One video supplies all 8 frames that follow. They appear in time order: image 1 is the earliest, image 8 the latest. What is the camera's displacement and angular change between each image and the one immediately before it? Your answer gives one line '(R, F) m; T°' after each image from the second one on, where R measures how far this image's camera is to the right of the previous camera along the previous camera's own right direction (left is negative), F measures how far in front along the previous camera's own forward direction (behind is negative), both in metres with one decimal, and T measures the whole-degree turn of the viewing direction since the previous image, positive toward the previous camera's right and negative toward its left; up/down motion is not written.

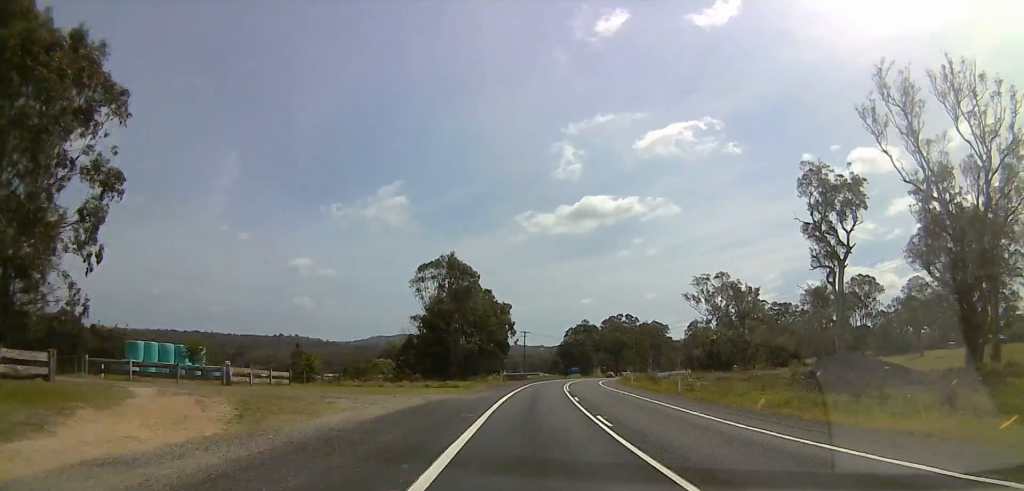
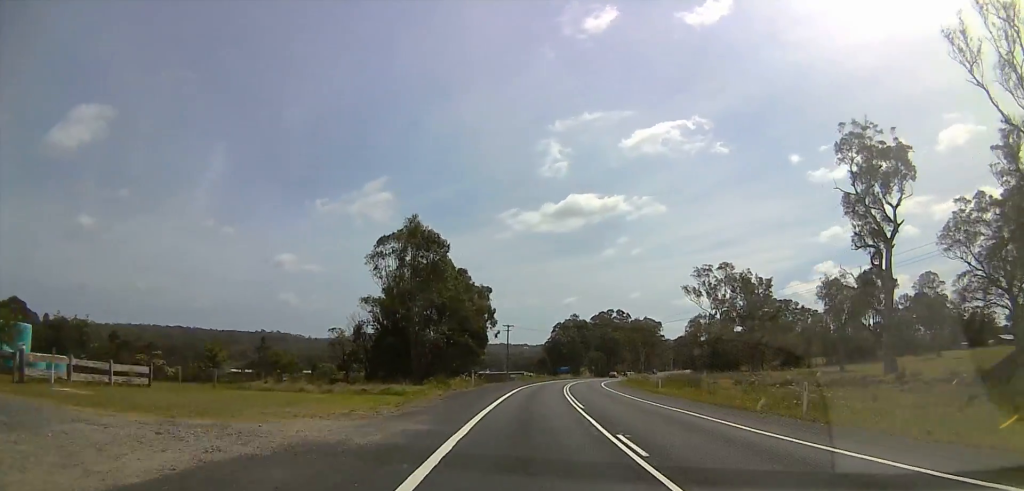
(+1.1, +16.9) m; +2°
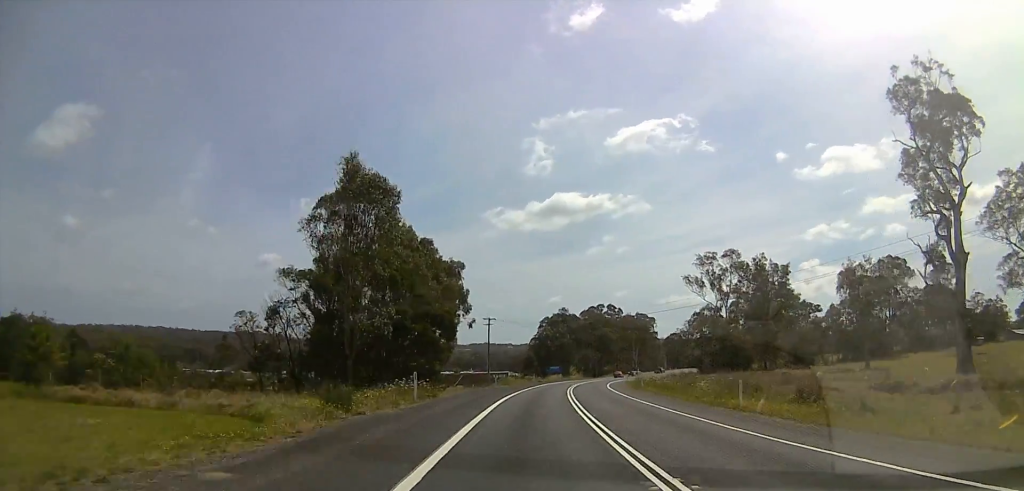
(+0.2, +17.0) m; +1°
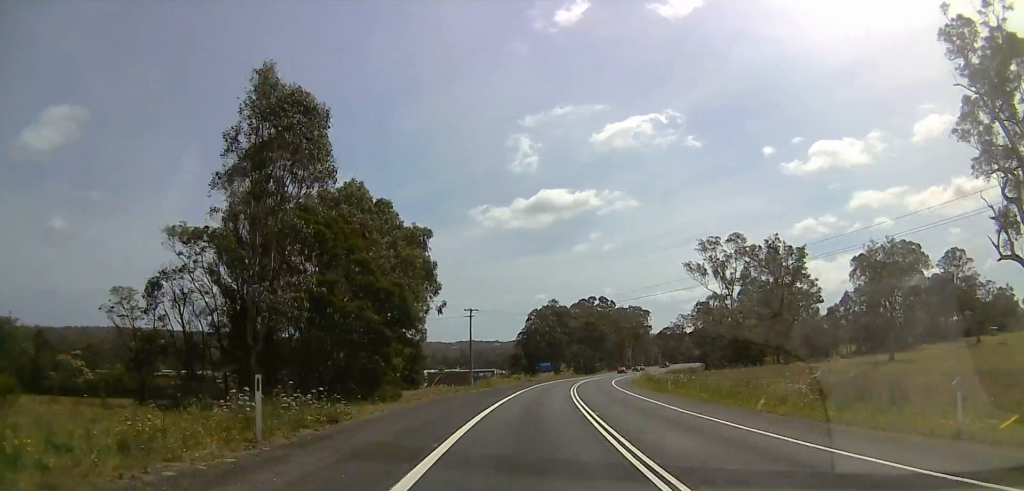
(-0.2, +13.1) m; 0°
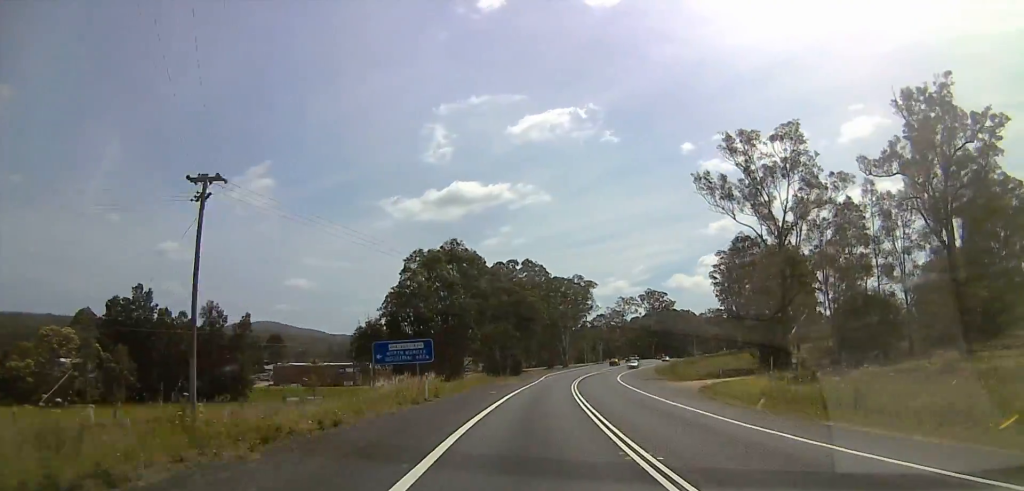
(+4.0, +66.7) m; +8°
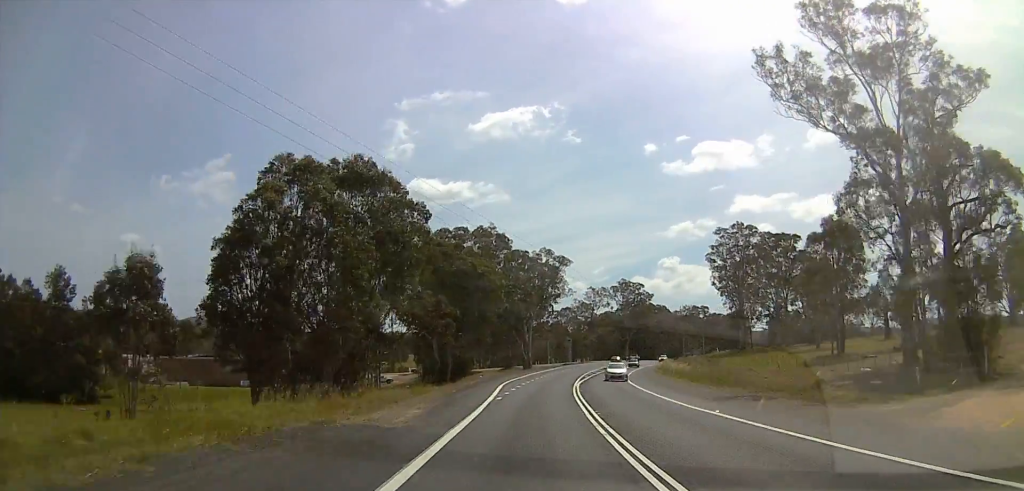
(+1.6, +33.8) m; +4°
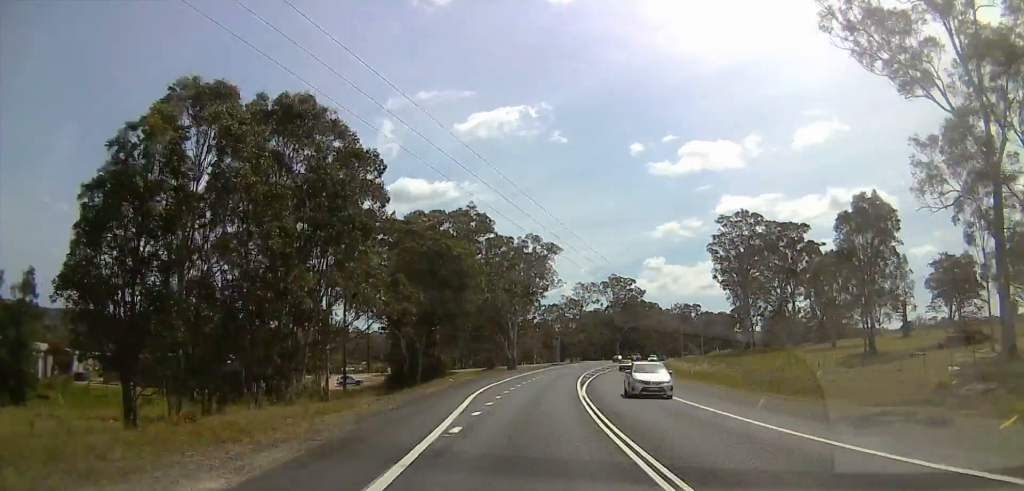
(0.0, +12.4) m; +2°
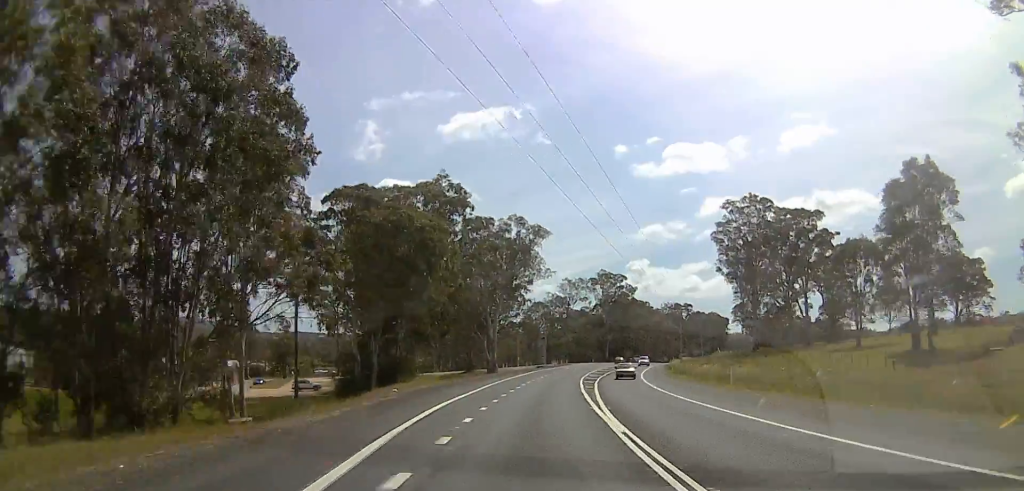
(-0.3, +14.0) m; +2°
